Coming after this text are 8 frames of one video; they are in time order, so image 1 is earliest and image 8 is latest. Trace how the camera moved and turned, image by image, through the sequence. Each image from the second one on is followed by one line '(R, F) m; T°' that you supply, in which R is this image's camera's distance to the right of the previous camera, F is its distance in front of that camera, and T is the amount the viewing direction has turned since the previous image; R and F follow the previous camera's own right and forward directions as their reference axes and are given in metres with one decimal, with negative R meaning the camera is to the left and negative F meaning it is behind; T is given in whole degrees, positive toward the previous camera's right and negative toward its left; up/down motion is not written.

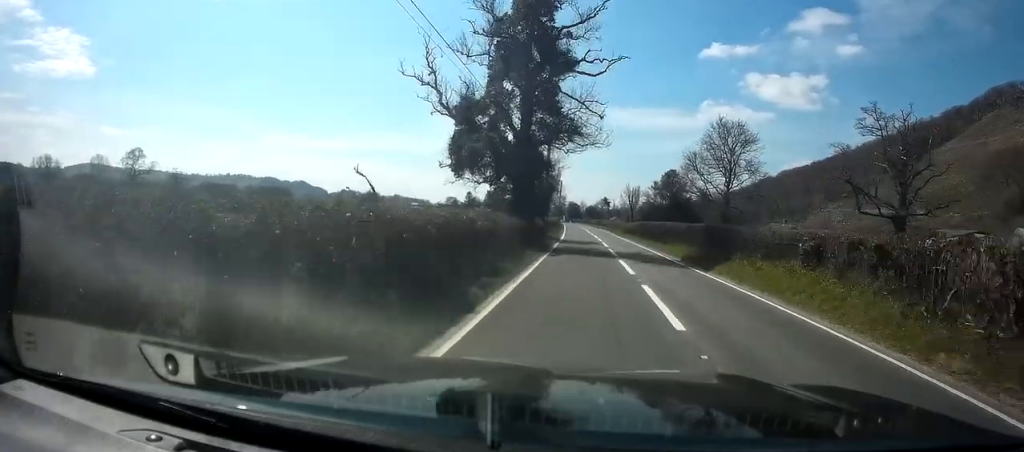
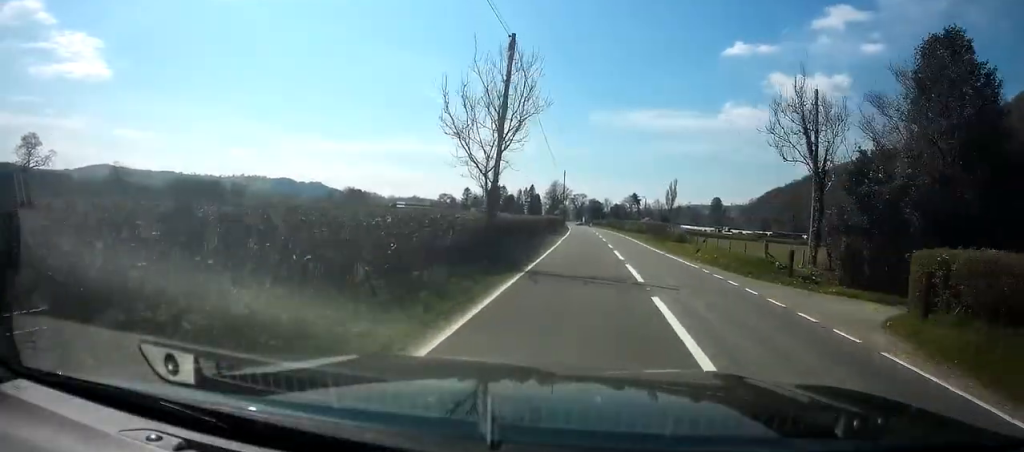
(-1.1, +72.6) m; -3°
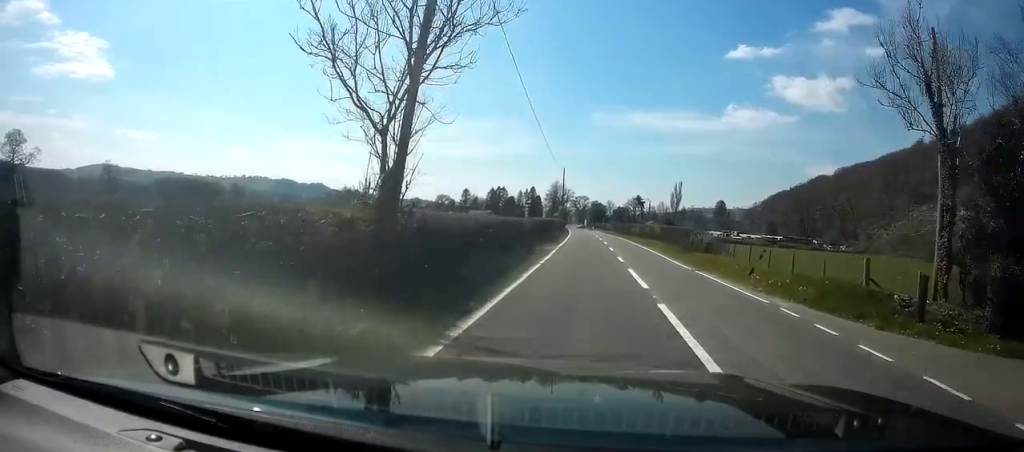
(-0.1, +9.3) m; 0°
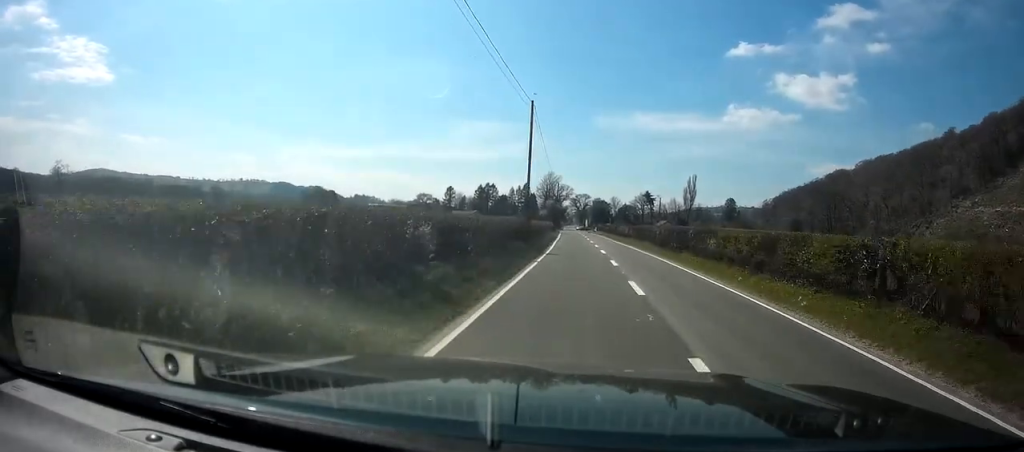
(+0.3, +38.7) m; 0°
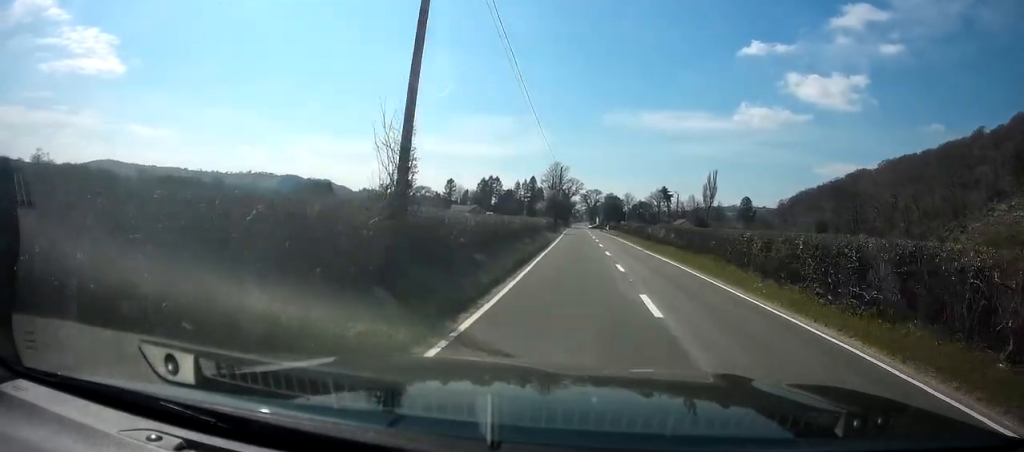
(-0.2, +21.0) m; -1°
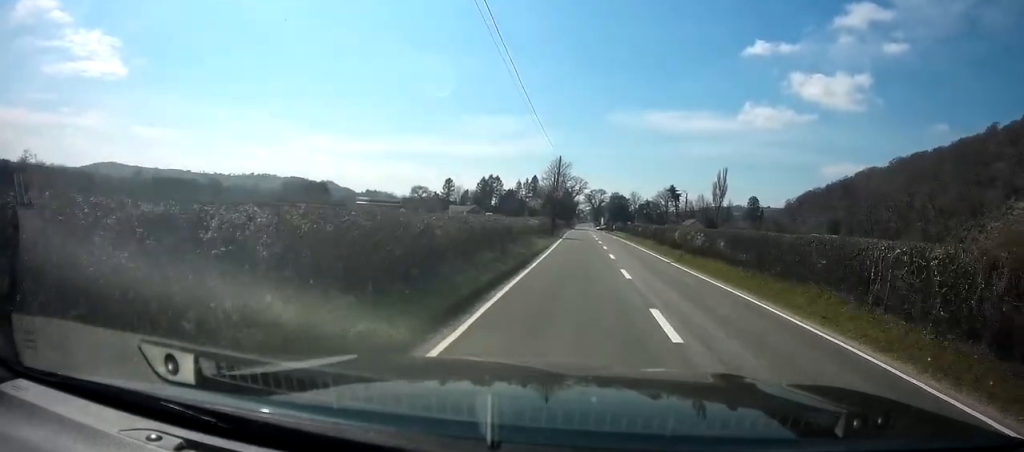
(-0.2, +10.9) m; -1°
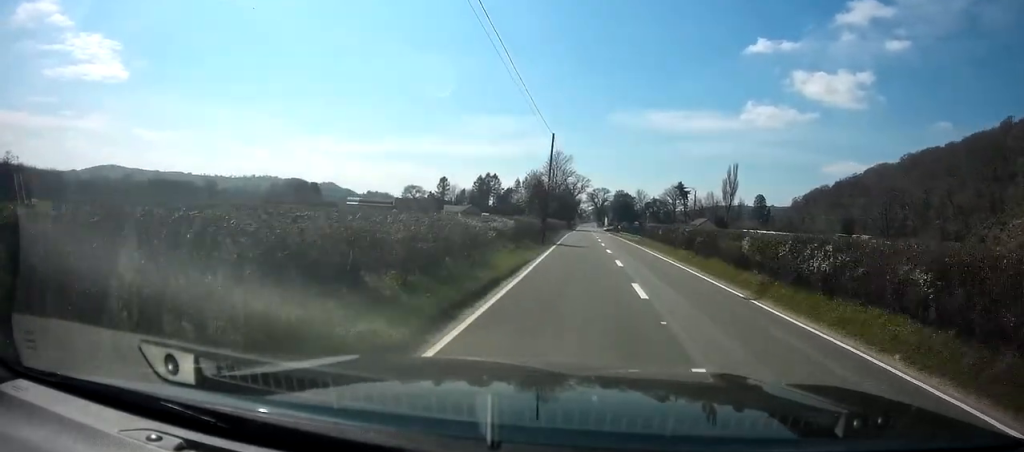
(-0.1, +13.4) m; 0°
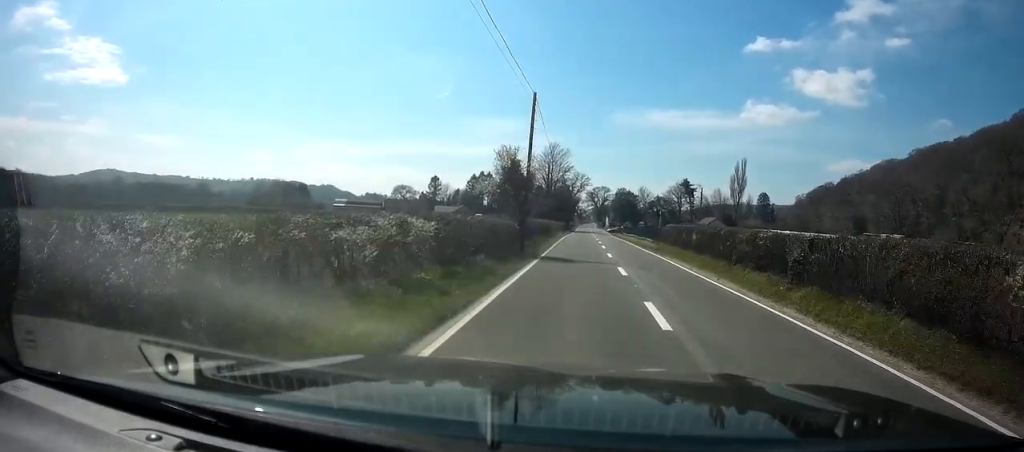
(0.0, +12.6) m; 0°
